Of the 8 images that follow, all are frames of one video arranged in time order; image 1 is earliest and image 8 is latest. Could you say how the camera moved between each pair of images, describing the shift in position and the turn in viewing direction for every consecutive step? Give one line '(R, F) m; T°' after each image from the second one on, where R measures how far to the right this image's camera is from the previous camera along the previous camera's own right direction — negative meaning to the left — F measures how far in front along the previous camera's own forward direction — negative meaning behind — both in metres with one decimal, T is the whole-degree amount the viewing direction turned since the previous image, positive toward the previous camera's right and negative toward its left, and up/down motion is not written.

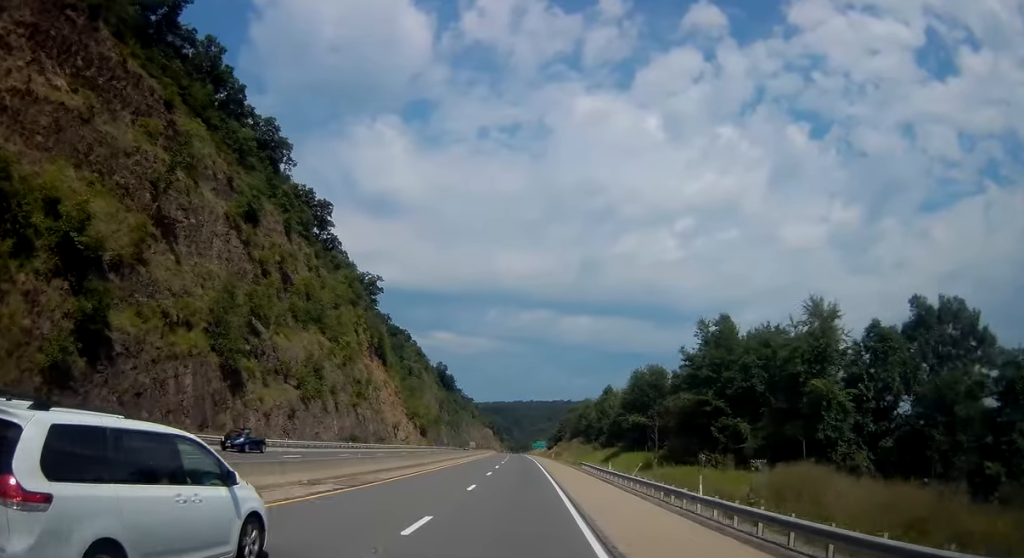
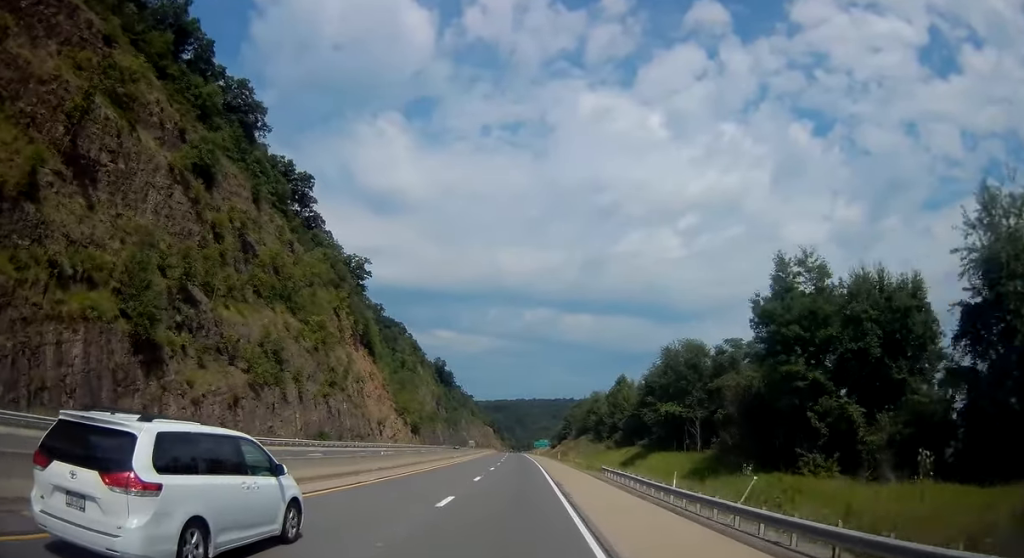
(-0.1, +19.2) m; 0°
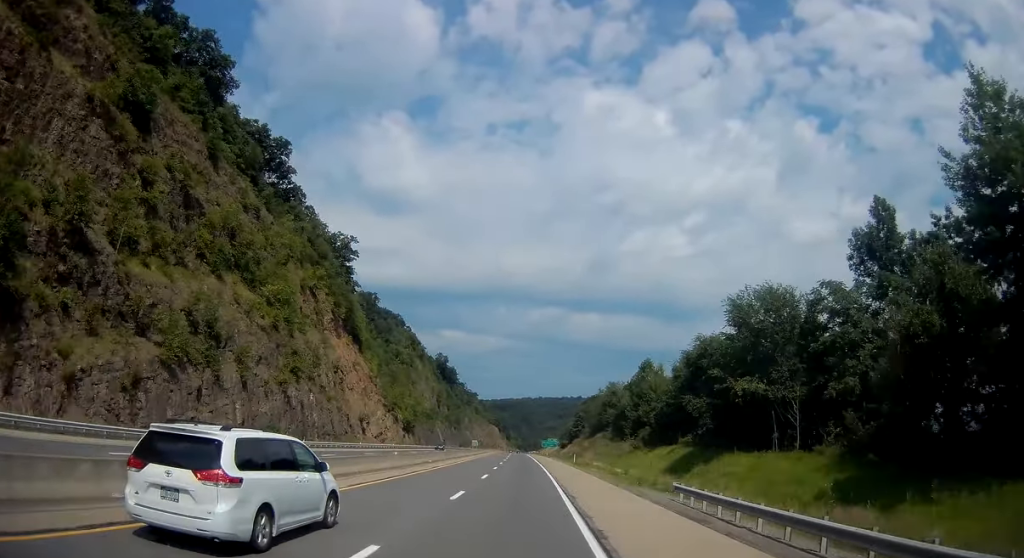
(+0.1, +22.1) m; -1°
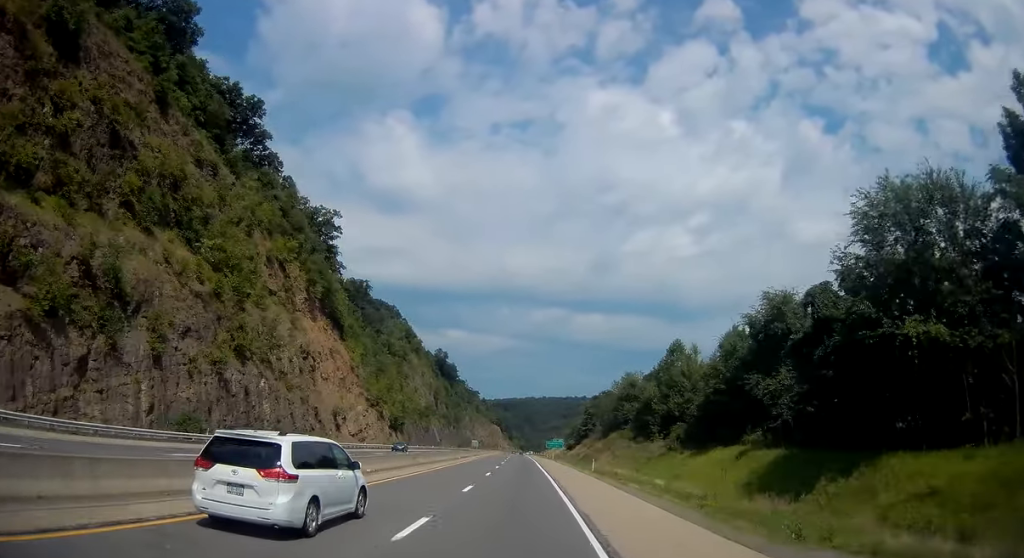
(-0.2, +20.3) m; 0°
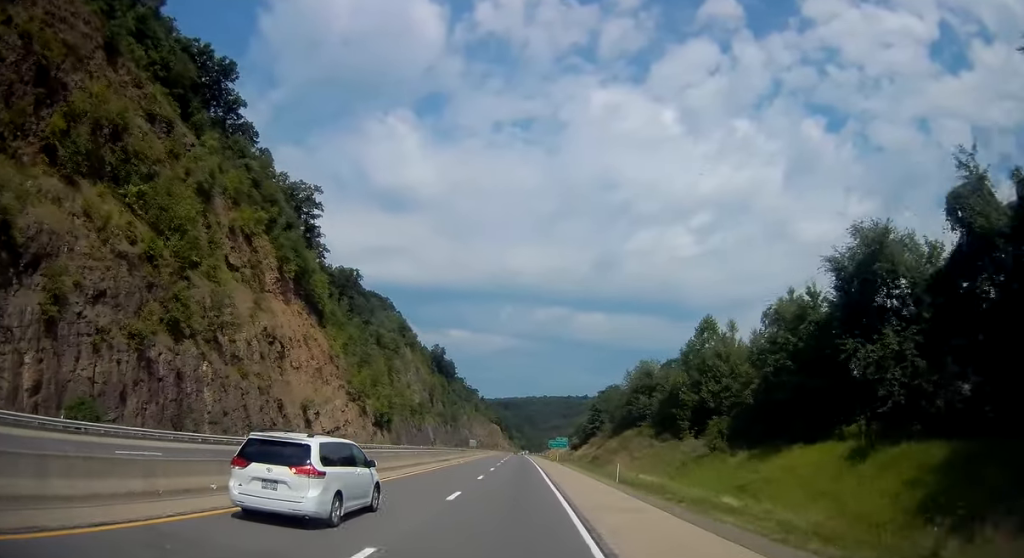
(-0.1, +16.0) m; 0°
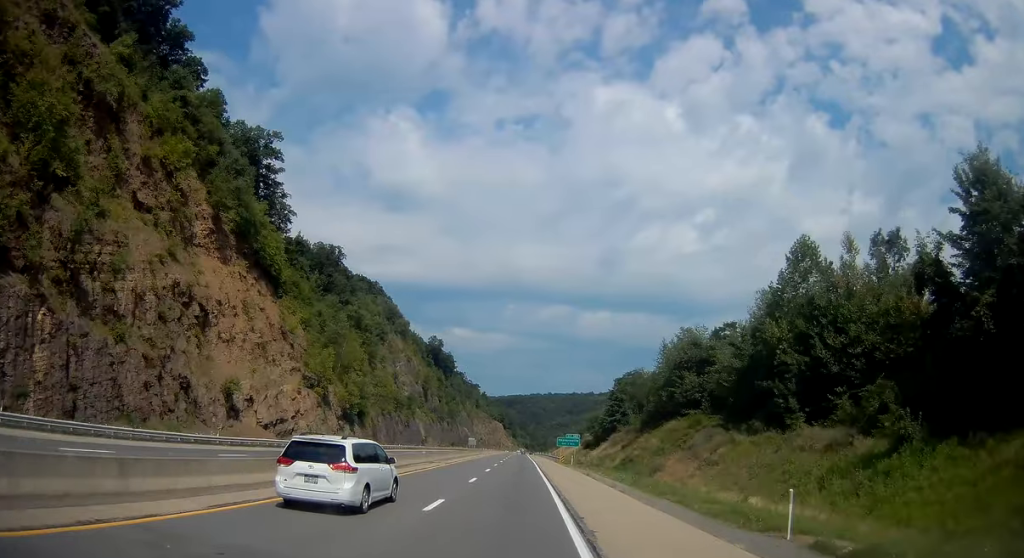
(+0.1, +27.6) m; 0°
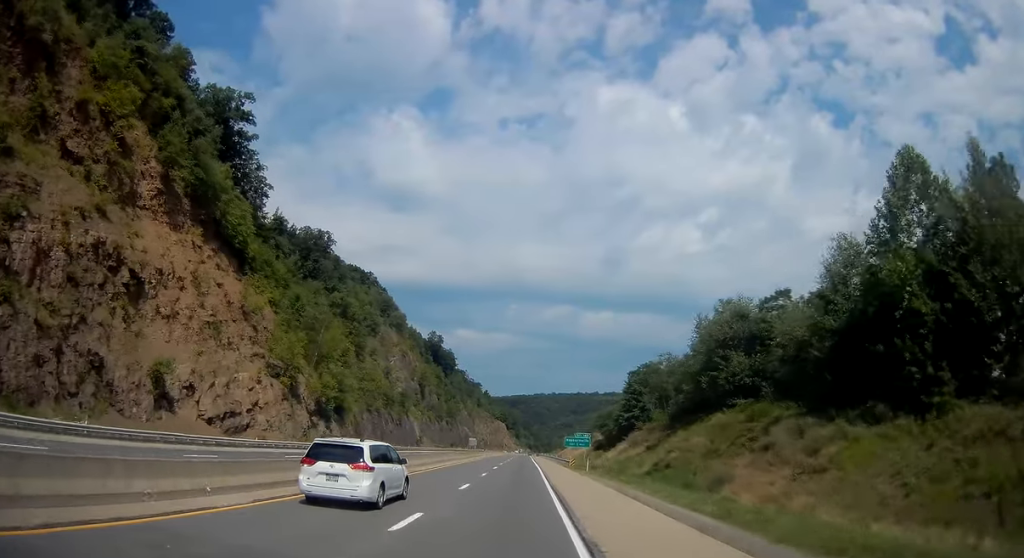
(0.0, +16.1) m; 0°
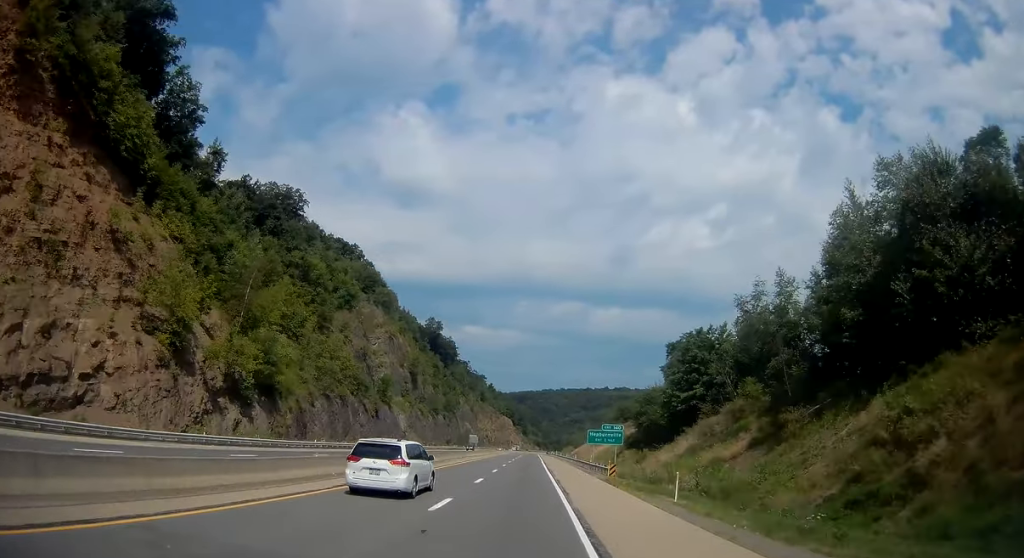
(-0.4, +32.9) m; -1°
